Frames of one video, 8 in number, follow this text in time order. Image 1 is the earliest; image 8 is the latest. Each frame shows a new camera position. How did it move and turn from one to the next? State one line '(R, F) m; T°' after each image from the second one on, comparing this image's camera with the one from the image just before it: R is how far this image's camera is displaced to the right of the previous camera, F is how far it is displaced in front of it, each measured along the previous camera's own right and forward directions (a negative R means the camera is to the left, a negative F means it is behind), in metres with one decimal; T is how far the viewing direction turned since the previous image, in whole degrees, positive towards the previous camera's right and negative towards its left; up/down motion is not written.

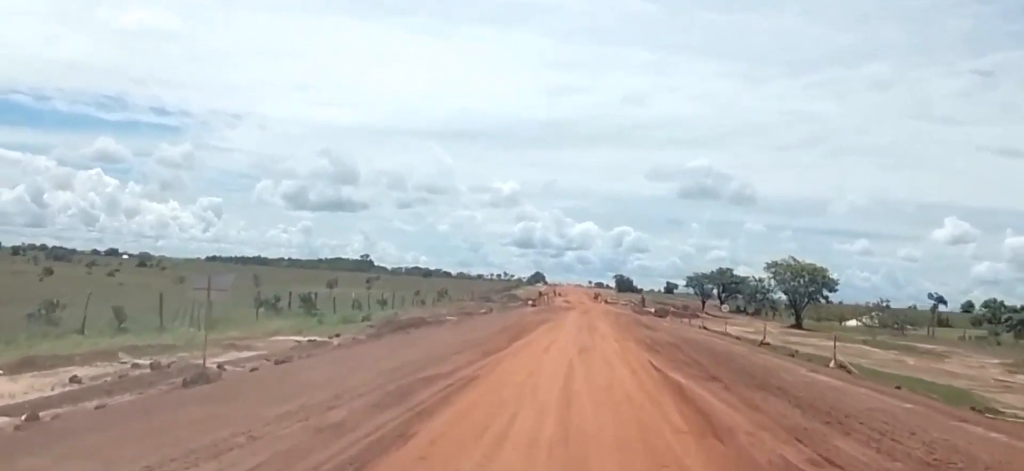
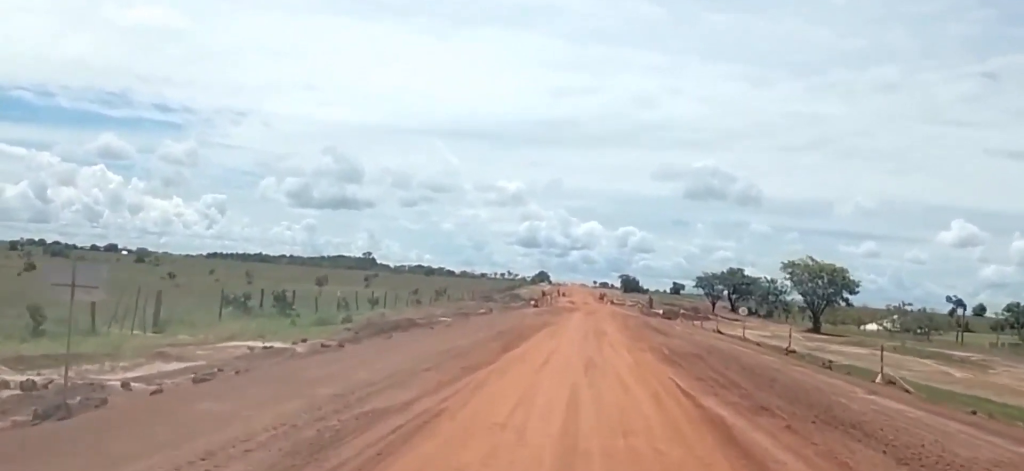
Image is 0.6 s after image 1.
(0.0, +5.4) m; -1°
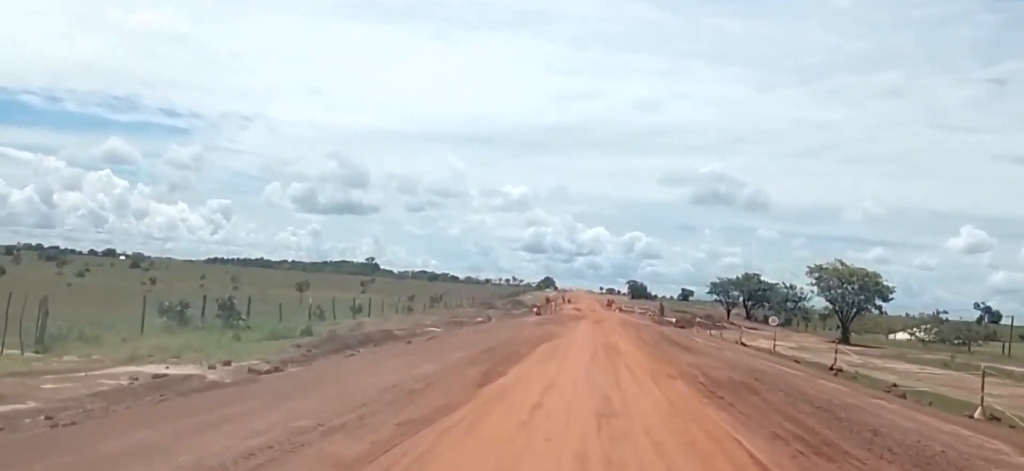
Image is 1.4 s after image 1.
(-0.1, +8.5) m; -2°
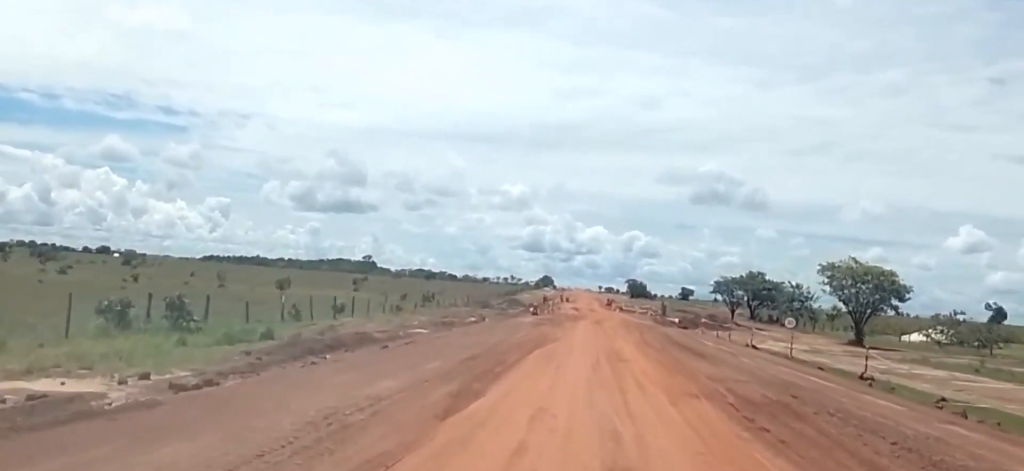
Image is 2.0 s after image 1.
(-0.2, +5.1) m; -1°
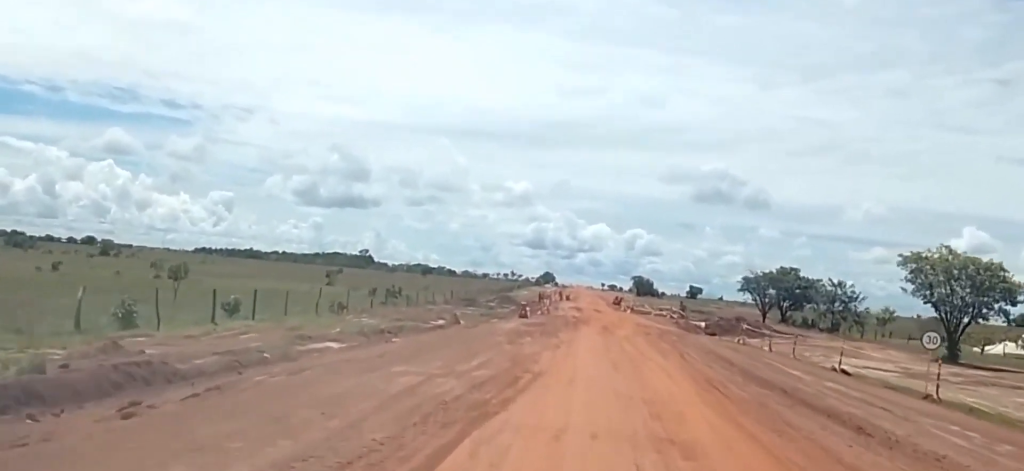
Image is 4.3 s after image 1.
(+0.3, +22.4) m; 0°
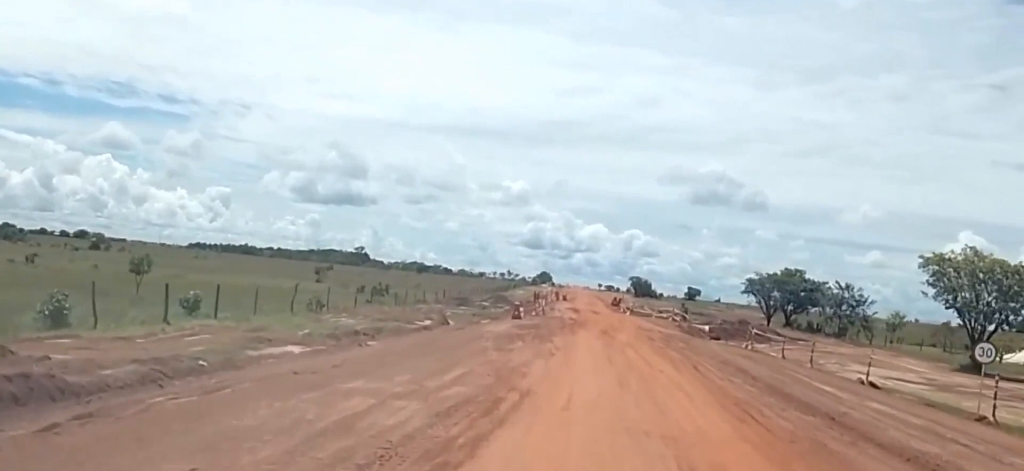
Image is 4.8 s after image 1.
(-0.1, +5.1) m; -1°
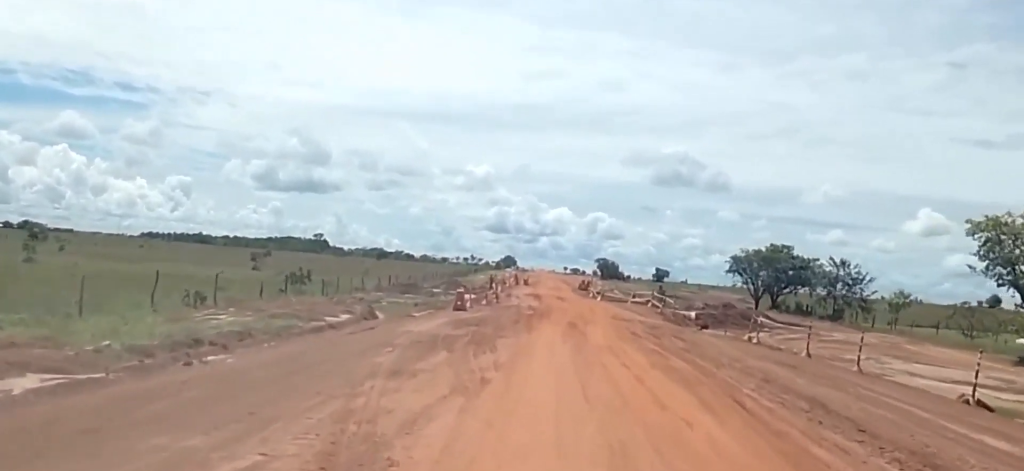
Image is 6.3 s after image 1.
(0.0, +14.9) m; +1°
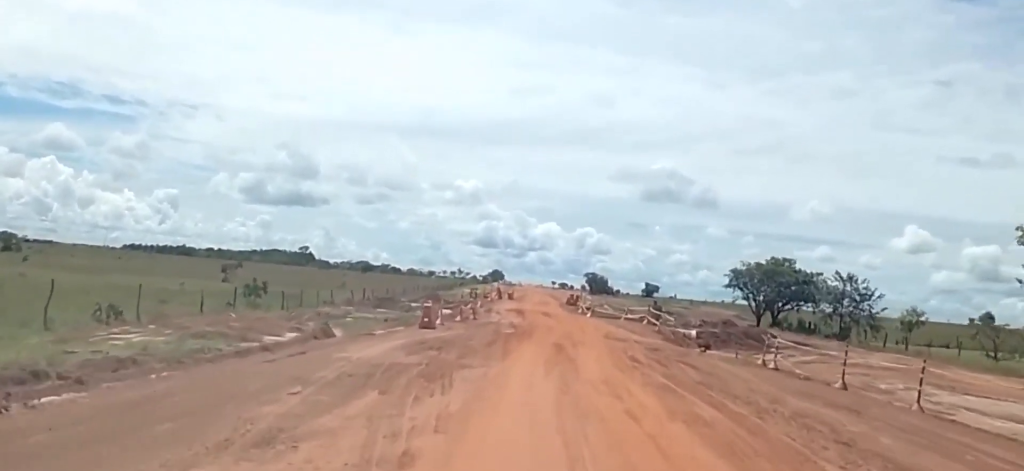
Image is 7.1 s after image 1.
(+0.1, +7.9) m; +1°
